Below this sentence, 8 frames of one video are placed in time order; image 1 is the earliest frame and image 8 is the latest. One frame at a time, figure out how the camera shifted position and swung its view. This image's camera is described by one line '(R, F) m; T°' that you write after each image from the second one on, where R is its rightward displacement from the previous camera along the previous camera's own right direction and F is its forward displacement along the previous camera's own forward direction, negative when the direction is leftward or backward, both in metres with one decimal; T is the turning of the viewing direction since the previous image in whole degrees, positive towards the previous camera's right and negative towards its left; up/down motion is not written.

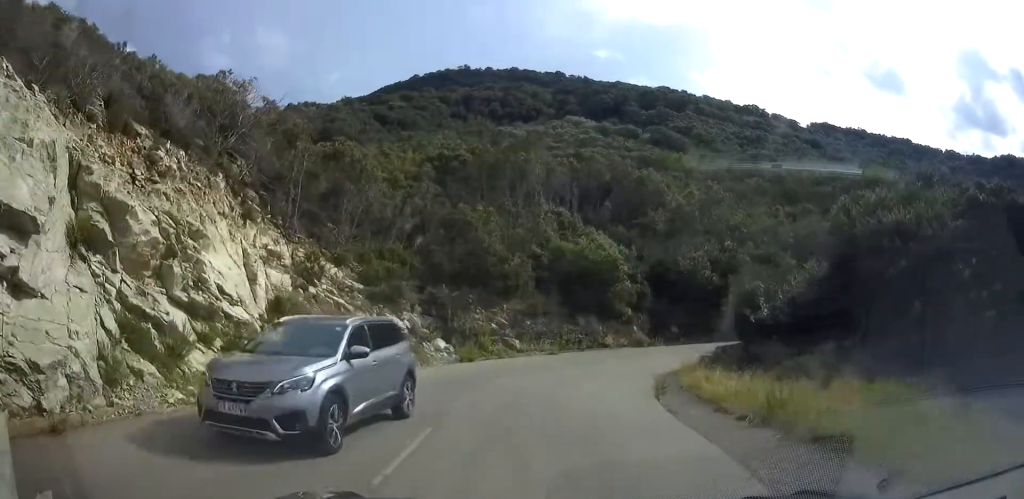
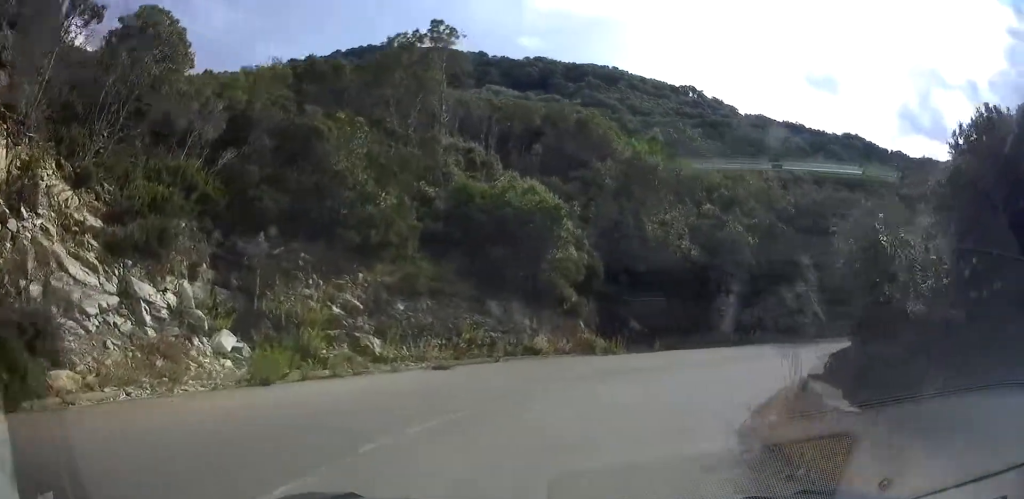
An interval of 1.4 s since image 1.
(+0.7, +13.1) m; +9°
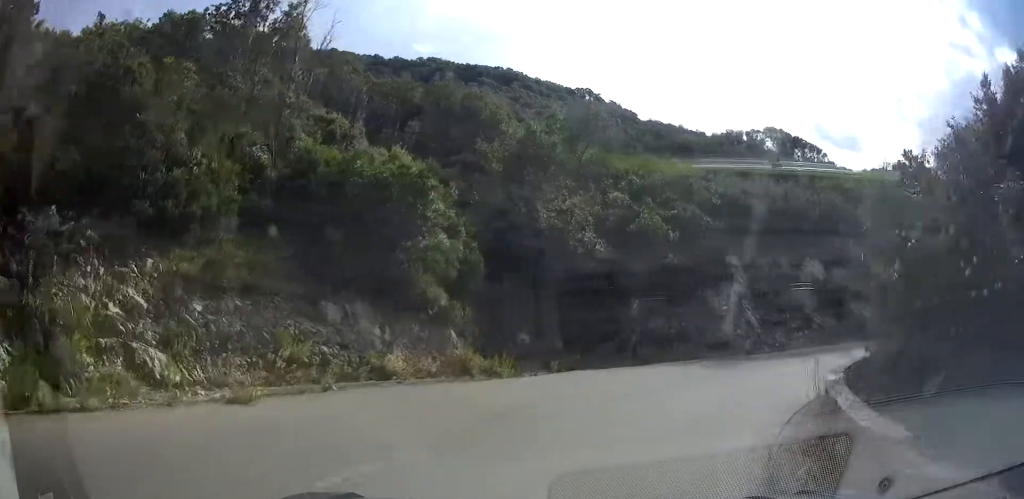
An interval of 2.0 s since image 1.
(+0.3, +5.6) m; +8°
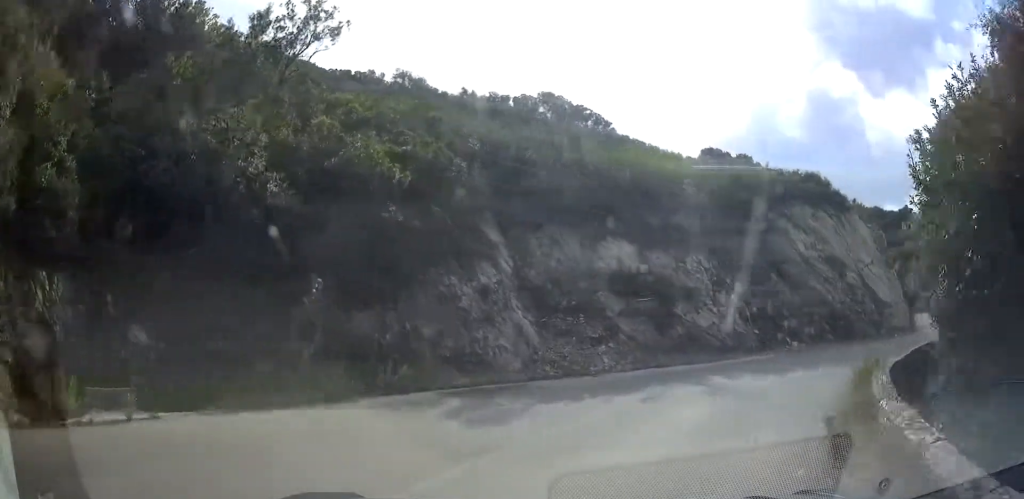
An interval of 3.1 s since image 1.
(+1.4, +9.6) m; +19°
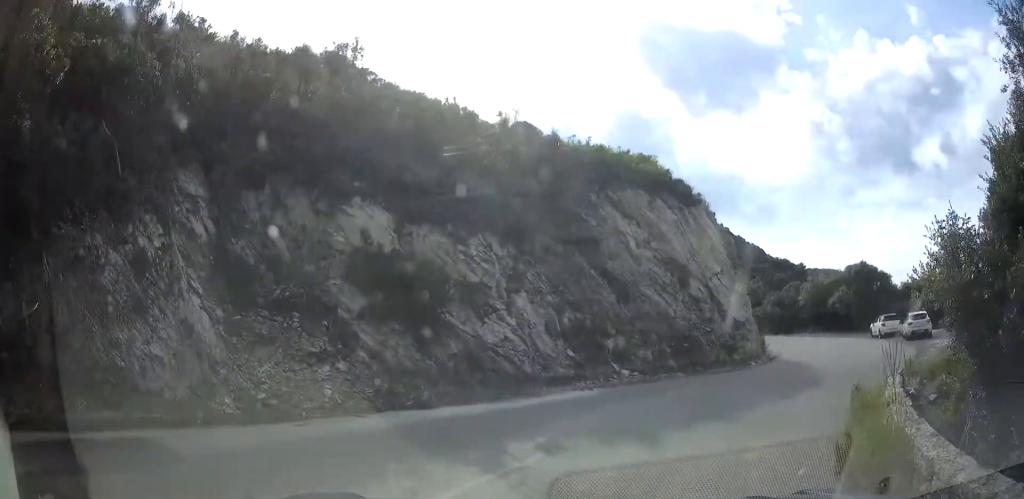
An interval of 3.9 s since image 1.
(+0.9, +6.5) m; +19°
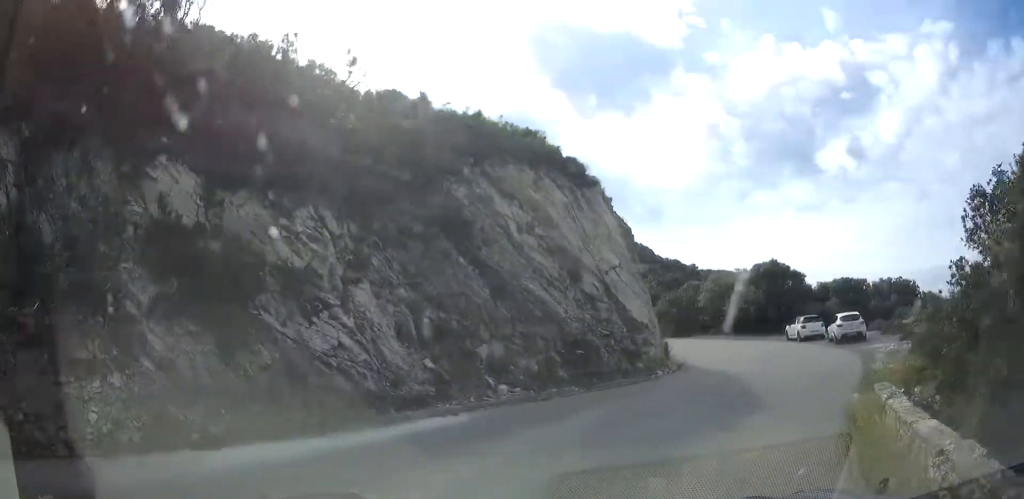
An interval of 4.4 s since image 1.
(0.0, +3.4) m; +13°
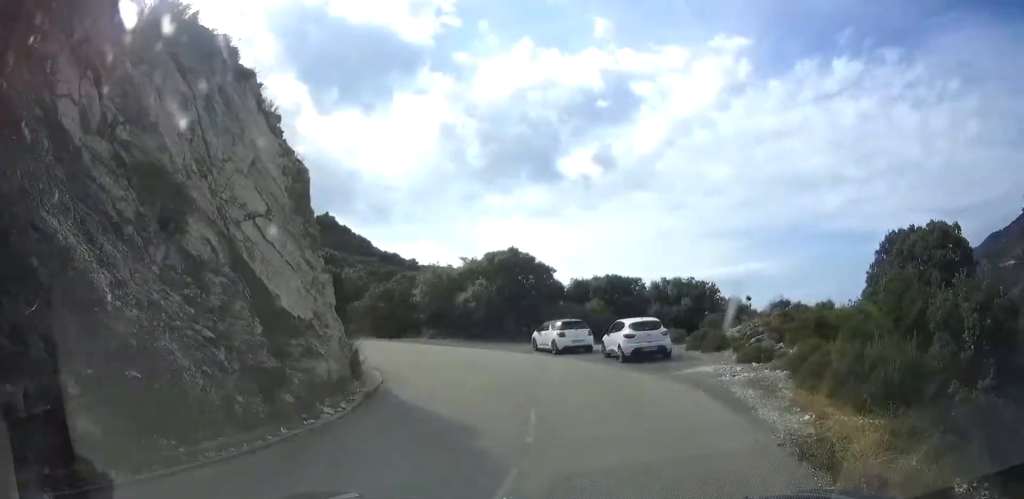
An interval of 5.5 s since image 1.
(+2.8, +7.7) m; +30°
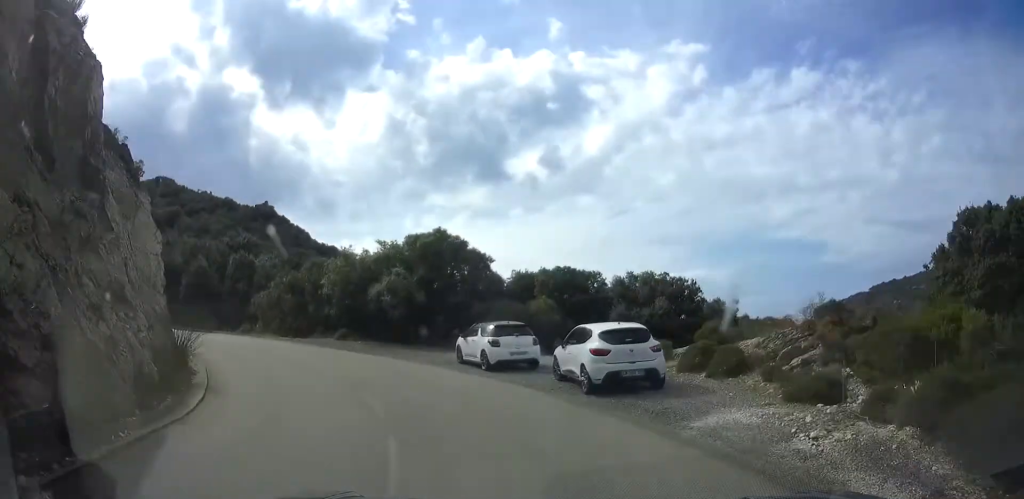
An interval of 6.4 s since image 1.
(+0.7, +6.8) m; 0°
